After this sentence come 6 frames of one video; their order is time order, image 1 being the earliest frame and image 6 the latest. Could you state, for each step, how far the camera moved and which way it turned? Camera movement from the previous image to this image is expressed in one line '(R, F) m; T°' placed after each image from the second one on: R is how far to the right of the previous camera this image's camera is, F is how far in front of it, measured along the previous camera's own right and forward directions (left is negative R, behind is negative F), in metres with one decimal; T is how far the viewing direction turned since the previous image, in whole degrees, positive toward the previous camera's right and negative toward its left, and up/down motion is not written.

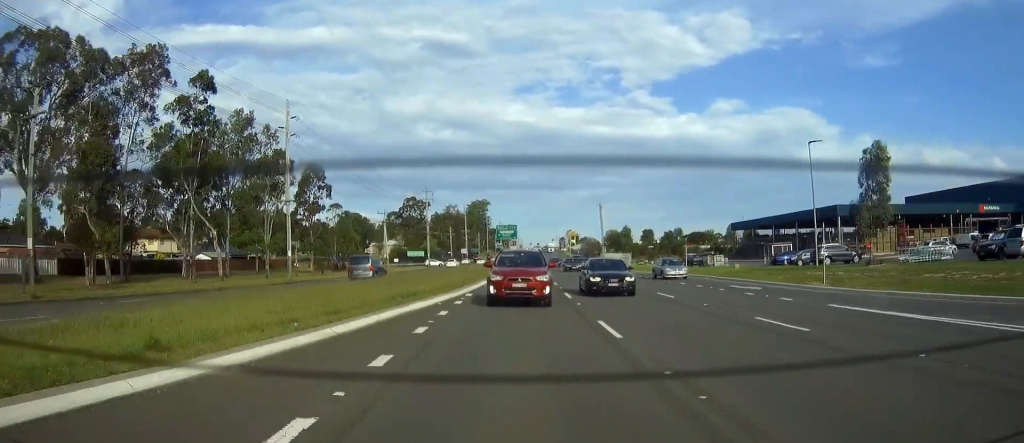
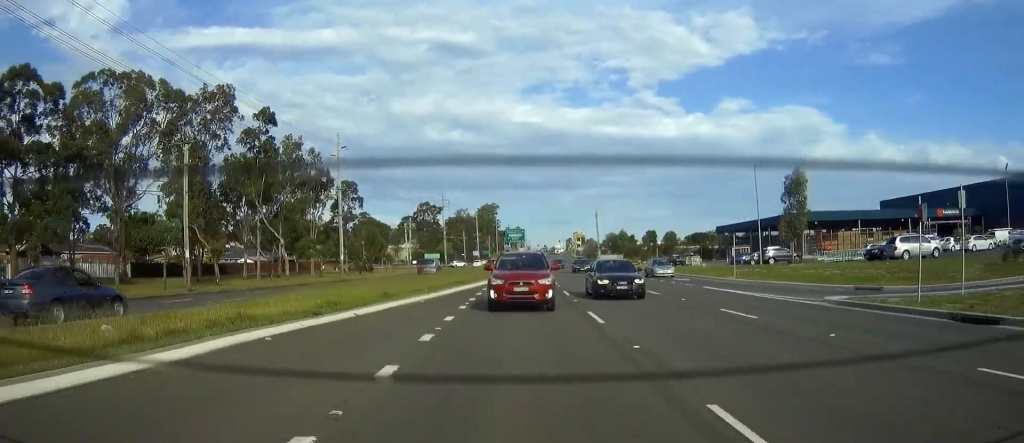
(0.0, +15.4) m; 0°
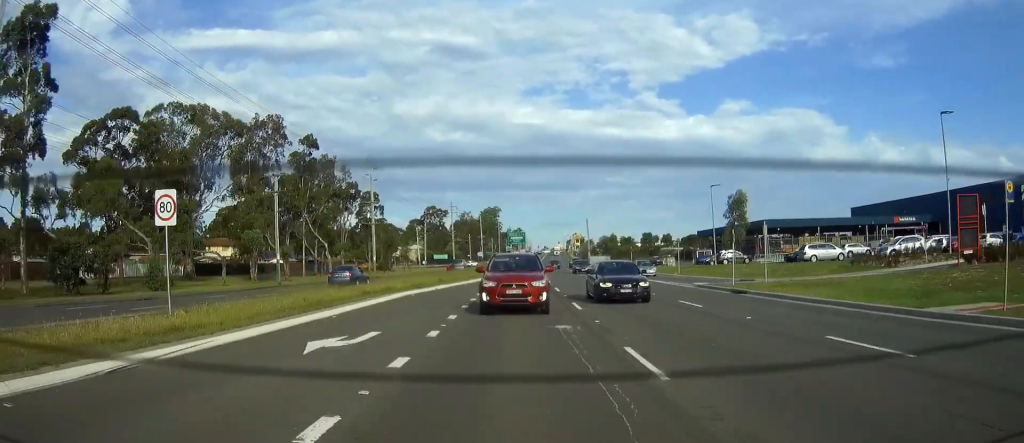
(+0.1, +16.8) m; 0°
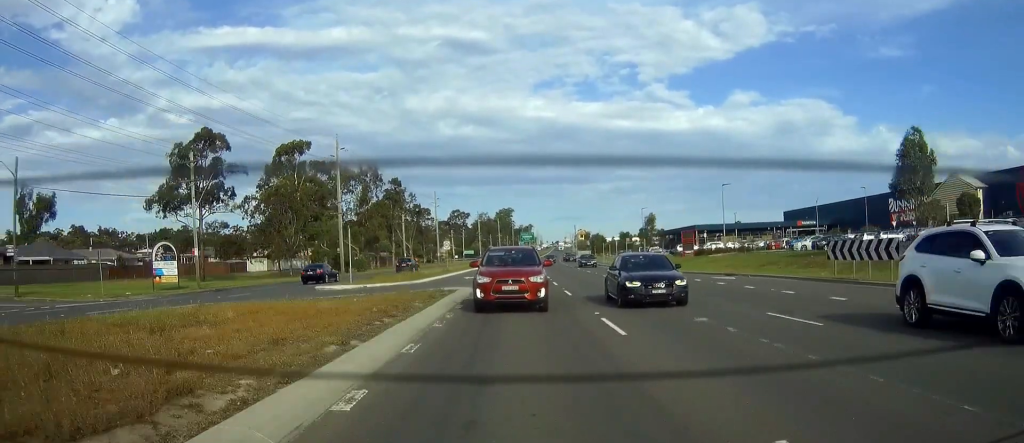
(-1.2, +59.3) m; -2°
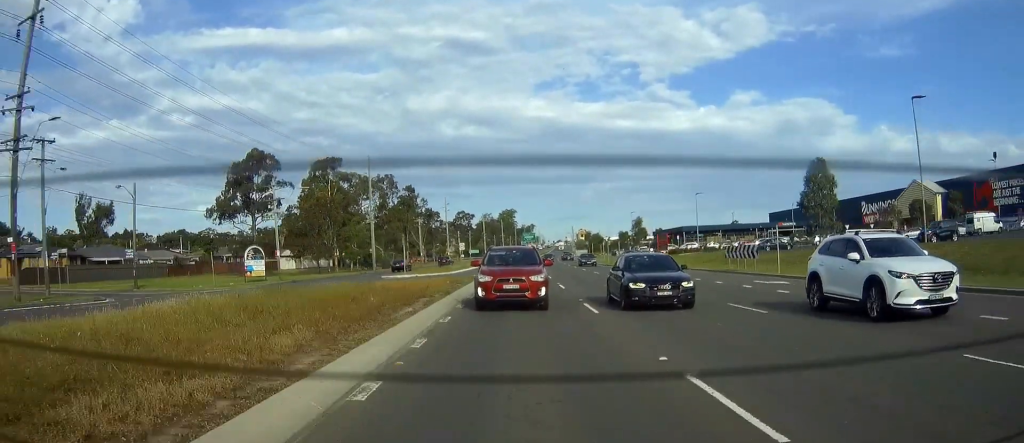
(-0.1, +16.5) m; 0°
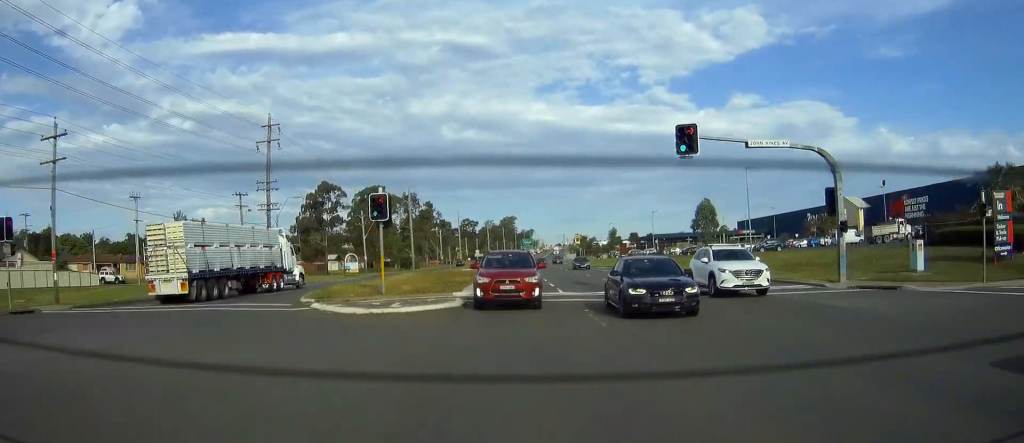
(+0.4, +36.5) m; +1°
